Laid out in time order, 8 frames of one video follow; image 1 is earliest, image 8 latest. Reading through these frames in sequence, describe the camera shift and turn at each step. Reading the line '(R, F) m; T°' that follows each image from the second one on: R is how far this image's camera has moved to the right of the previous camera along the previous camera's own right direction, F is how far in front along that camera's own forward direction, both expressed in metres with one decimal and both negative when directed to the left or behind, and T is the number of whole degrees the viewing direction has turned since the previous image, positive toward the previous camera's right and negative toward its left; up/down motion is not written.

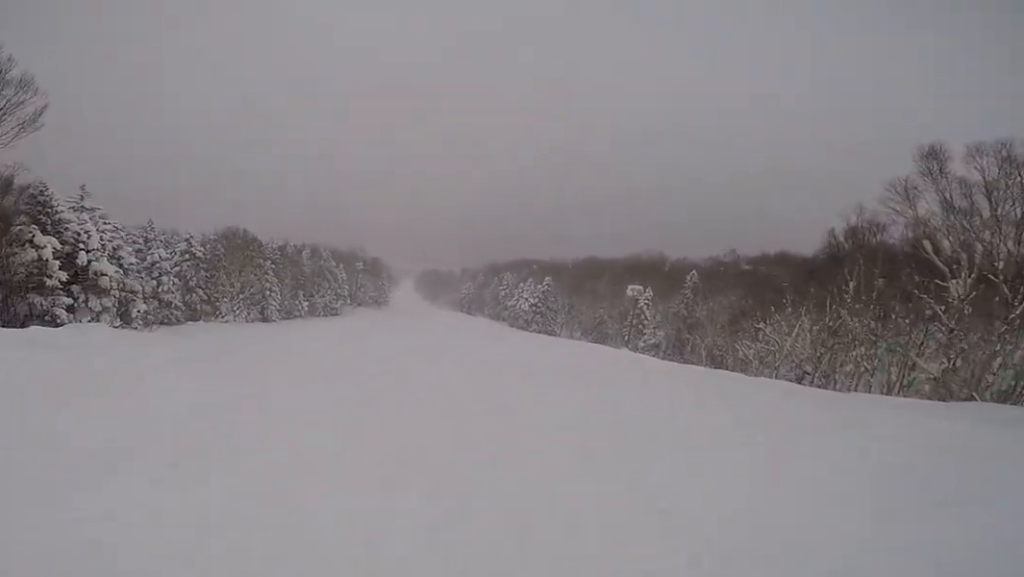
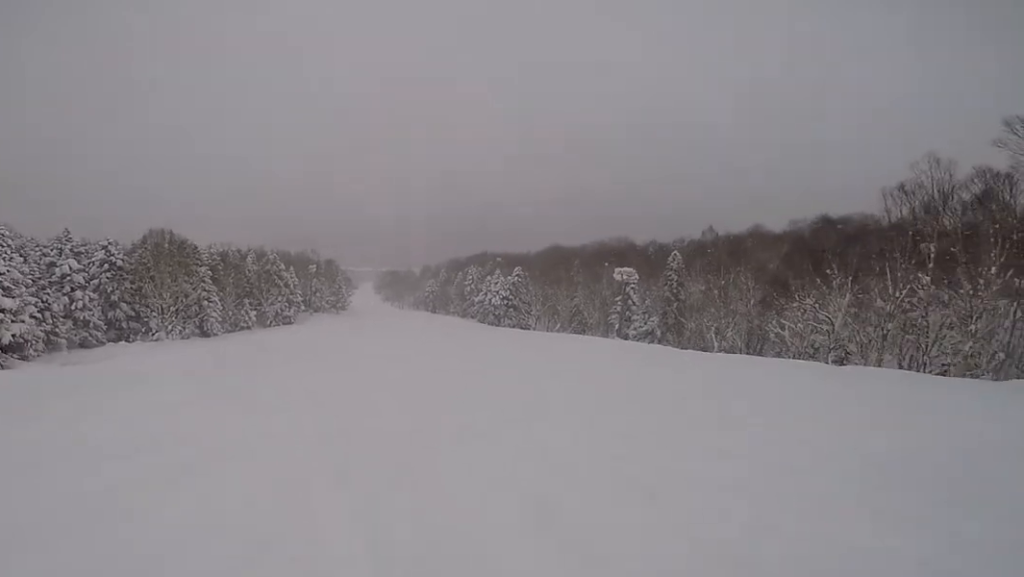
(-0.9, +8.3) m; -7°
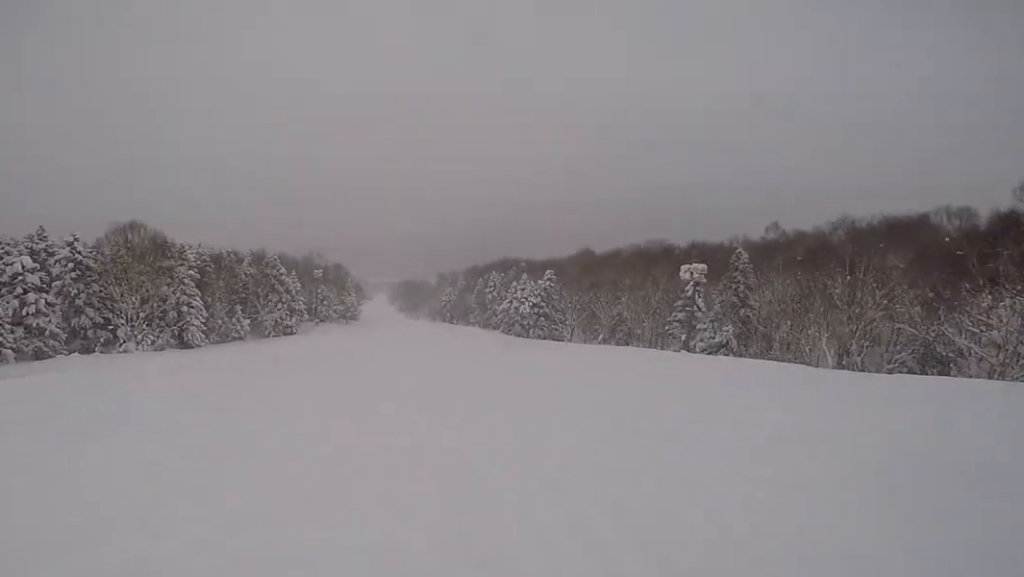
(0.0, +9.9) m; +4°
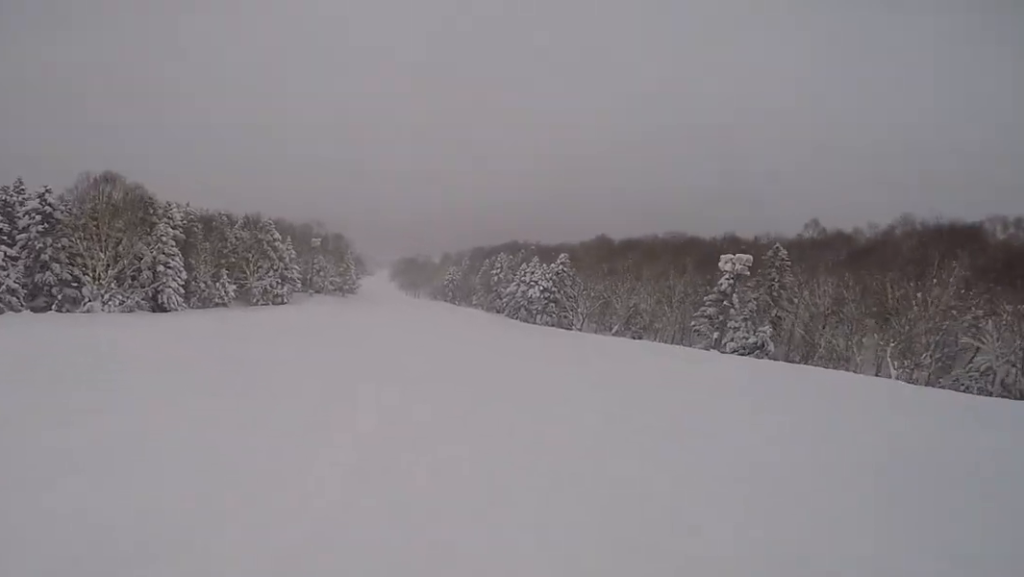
(+0.3, +4.8) m; +3°
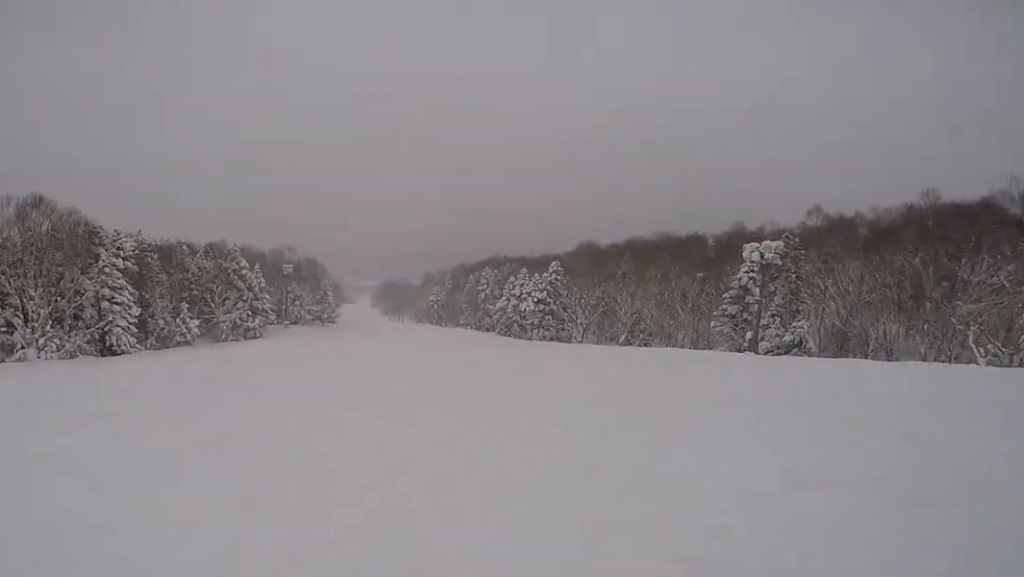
(0.0, +5.5) m; 0°
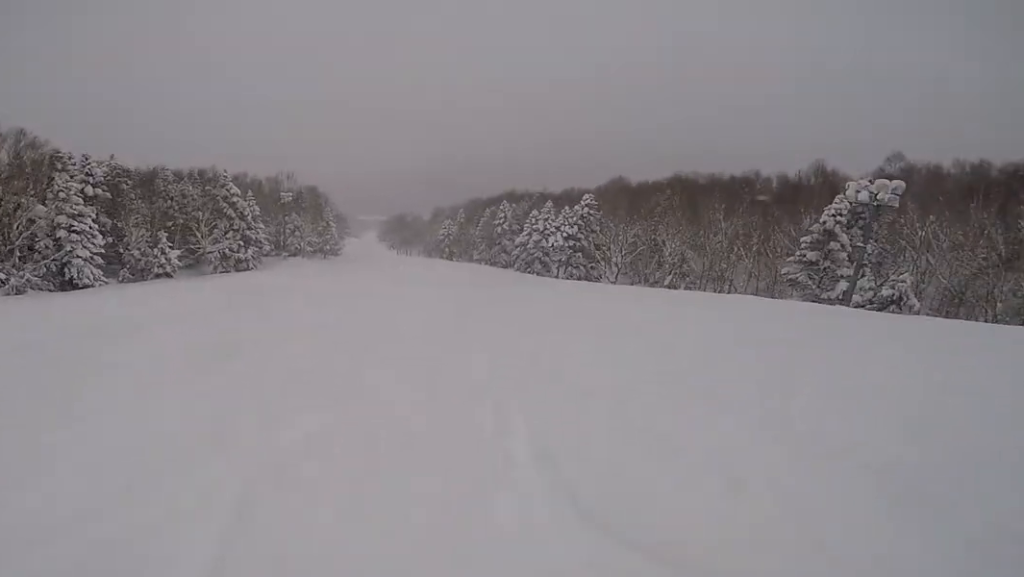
(0.0, +6.1) m; -1°
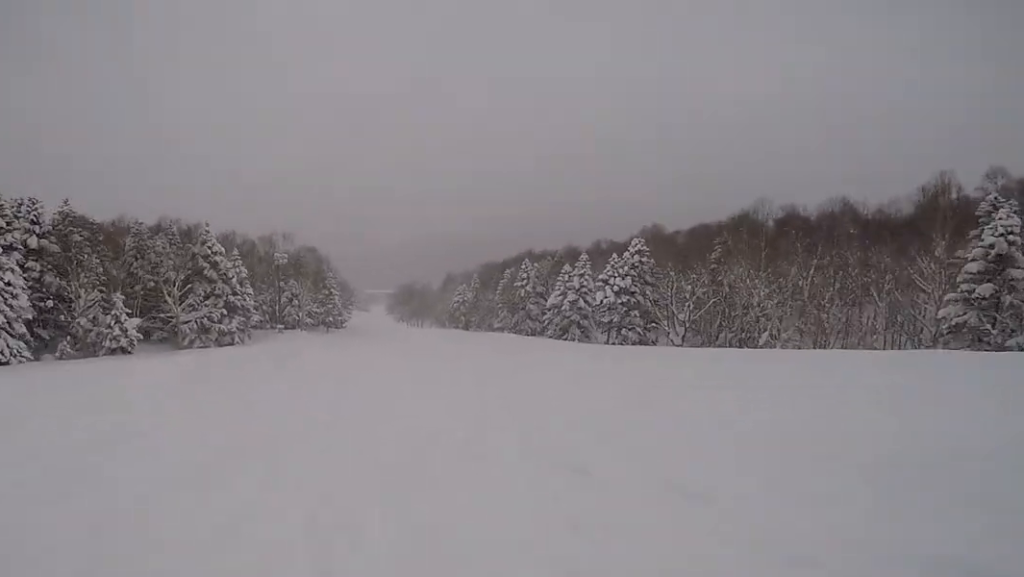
(-0.1, +9.9) m; -4°
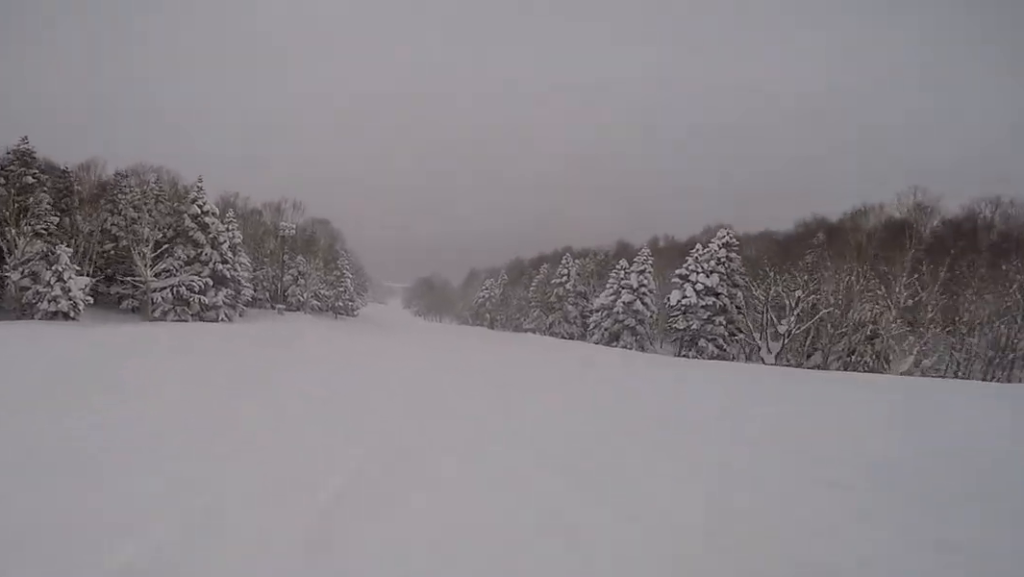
(-0.4, +8.5) m; -3°
